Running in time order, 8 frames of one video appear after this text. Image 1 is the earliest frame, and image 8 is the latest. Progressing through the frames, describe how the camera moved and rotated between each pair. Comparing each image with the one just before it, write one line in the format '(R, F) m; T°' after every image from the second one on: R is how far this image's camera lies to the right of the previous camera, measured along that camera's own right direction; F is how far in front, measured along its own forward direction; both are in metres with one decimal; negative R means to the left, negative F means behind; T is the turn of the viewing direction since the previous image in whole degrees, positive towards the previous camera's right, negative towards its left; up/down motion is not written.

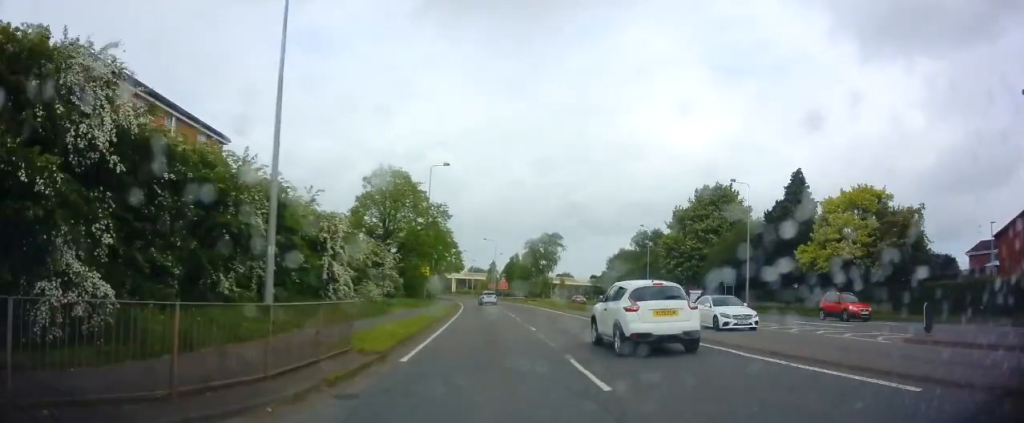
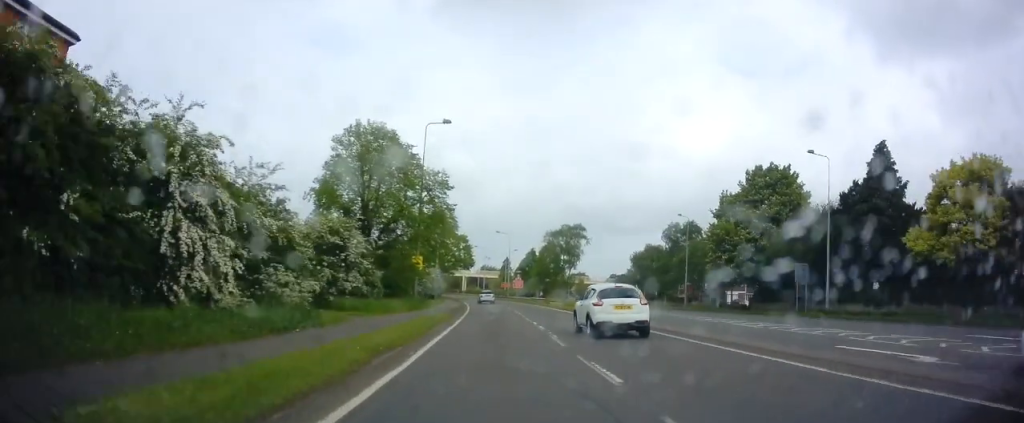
(-0.3, +12.2) m; -2°
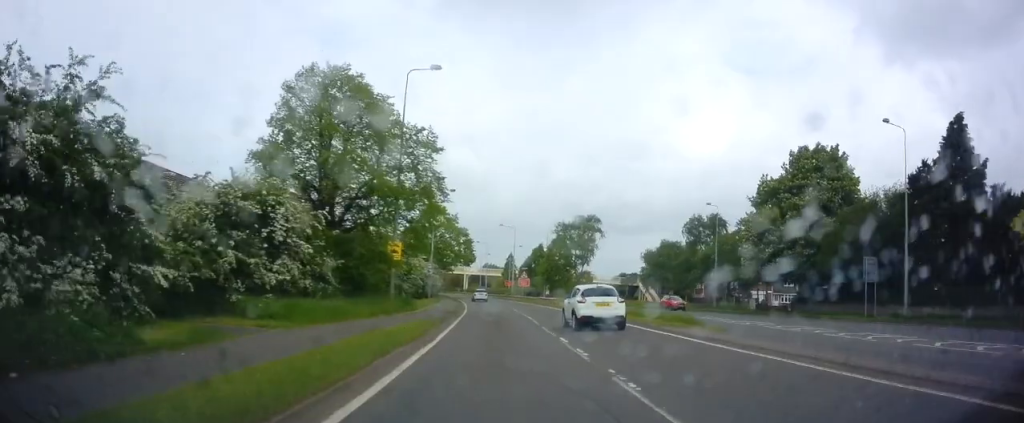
(-0.2, +9.3) m; -1°
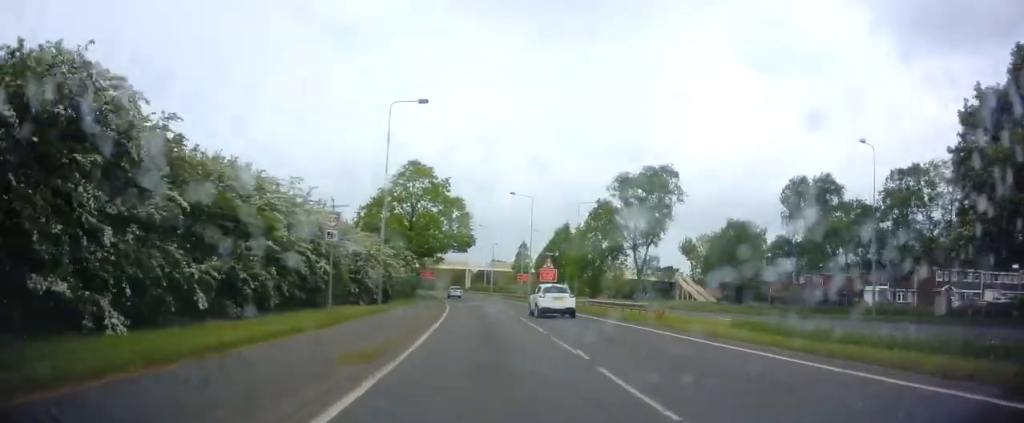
(+0.4, +29.3) m; +1°
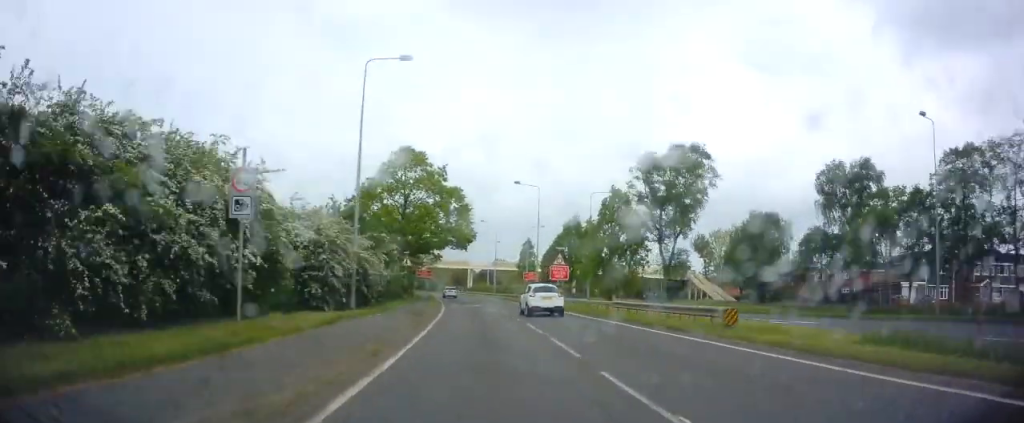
(0.0, +6.7) m; -1°
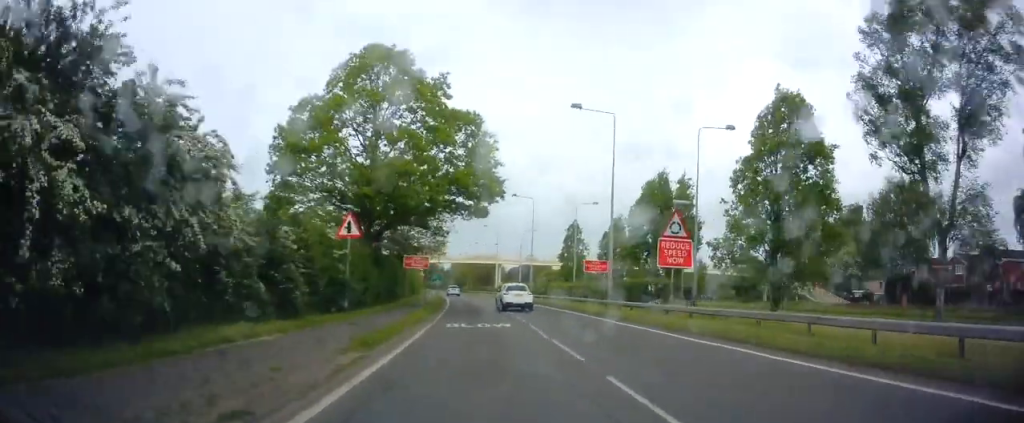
(-1.1, +25.0) m; -5°
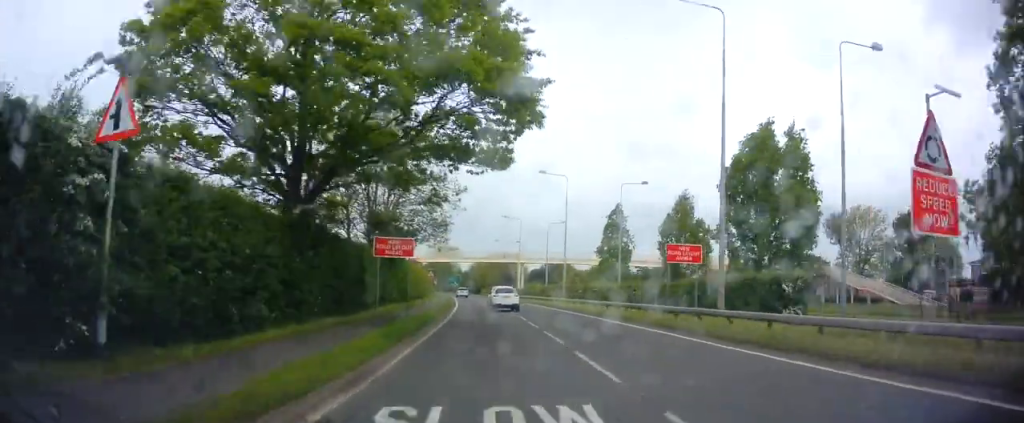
(-0.1, +14.4) m; 0°
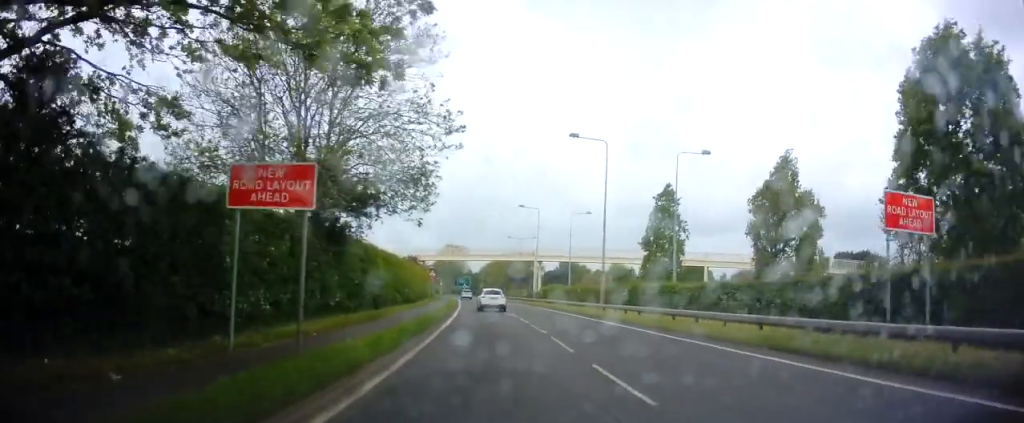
(0.0, +13.4) m; -2°
